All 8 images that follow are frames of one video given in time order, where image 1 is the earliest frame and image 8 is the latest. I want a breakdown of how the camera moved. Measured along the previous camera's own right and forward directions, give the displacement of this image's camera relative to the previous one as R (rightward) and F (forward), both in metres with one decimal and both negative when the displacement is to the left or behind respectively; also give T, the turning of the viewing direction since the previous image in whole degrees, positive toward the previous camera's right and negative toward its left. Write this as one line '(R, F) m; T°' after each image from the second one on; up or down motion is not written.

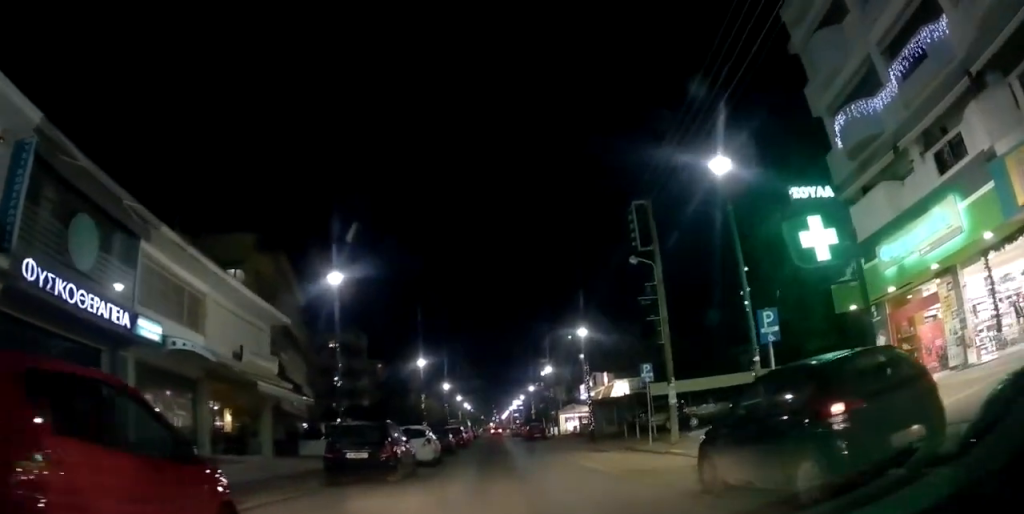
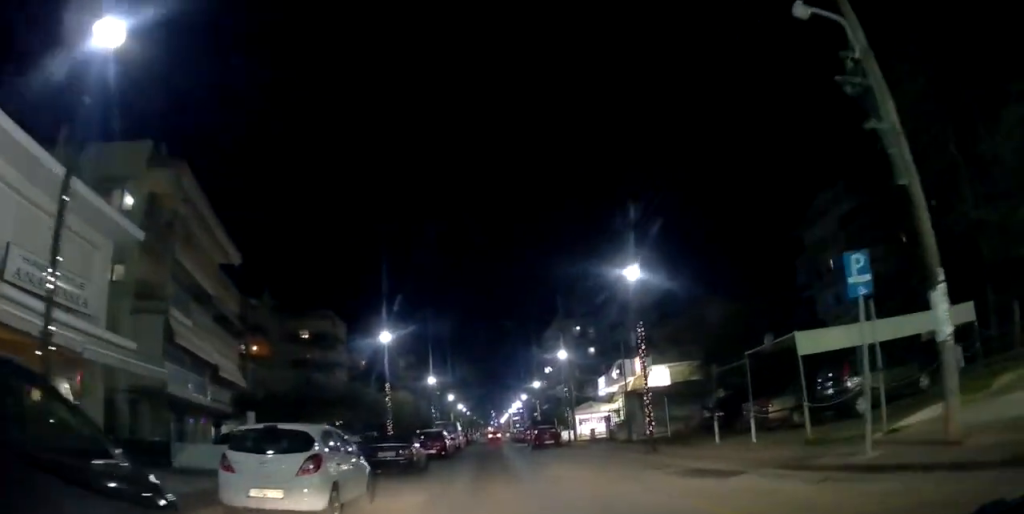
(0.0, +13.3) m; -1°
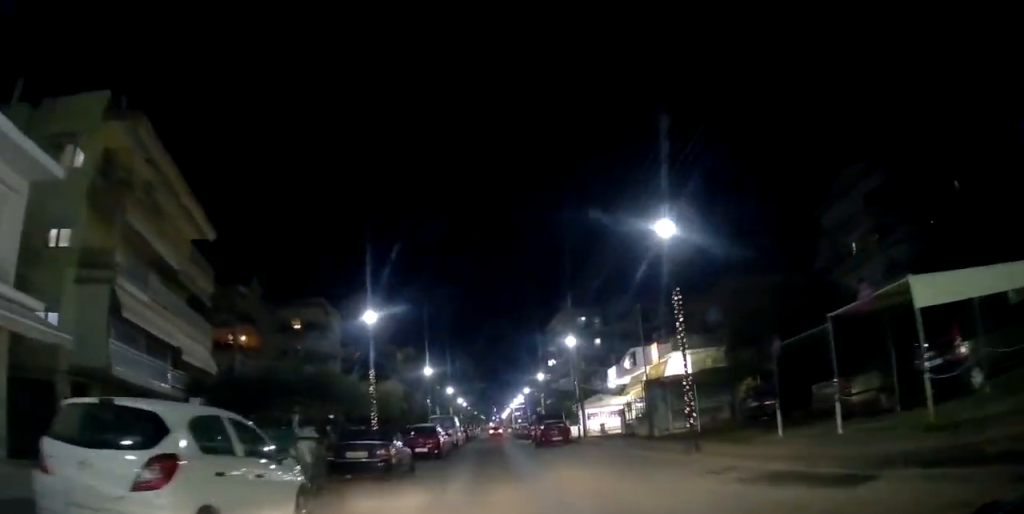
(-0.2, +4.1) m; -2°
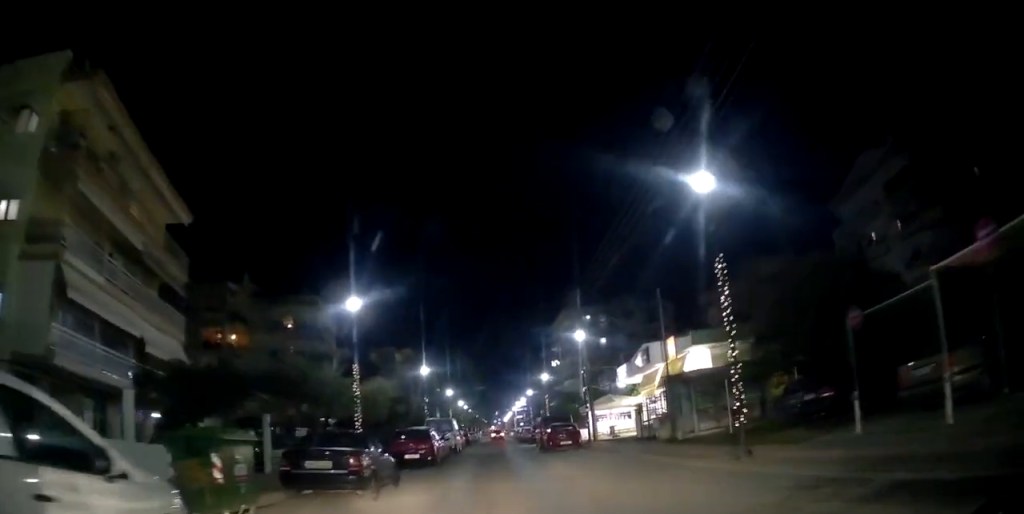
(0.0, +3.3) m; 0°
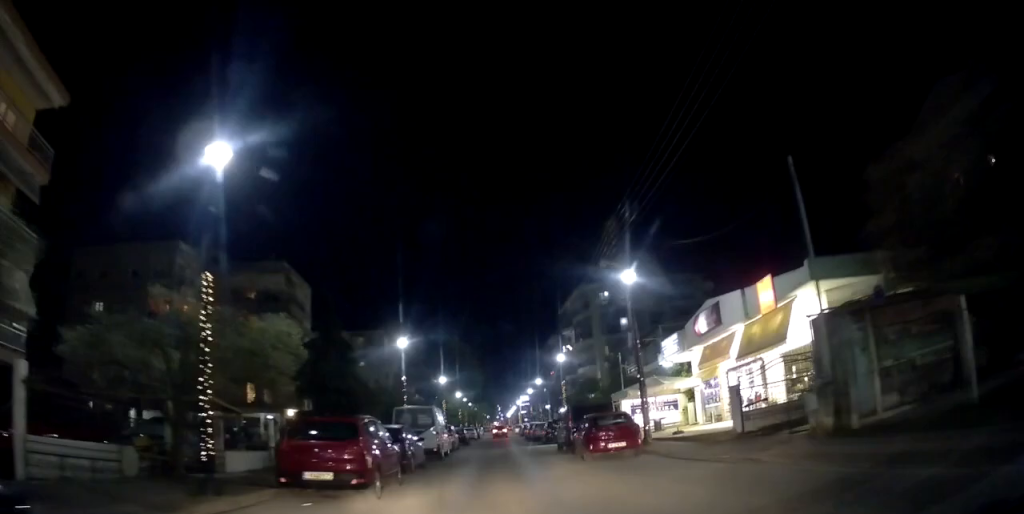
(+0.1, +11.9) m; 0°
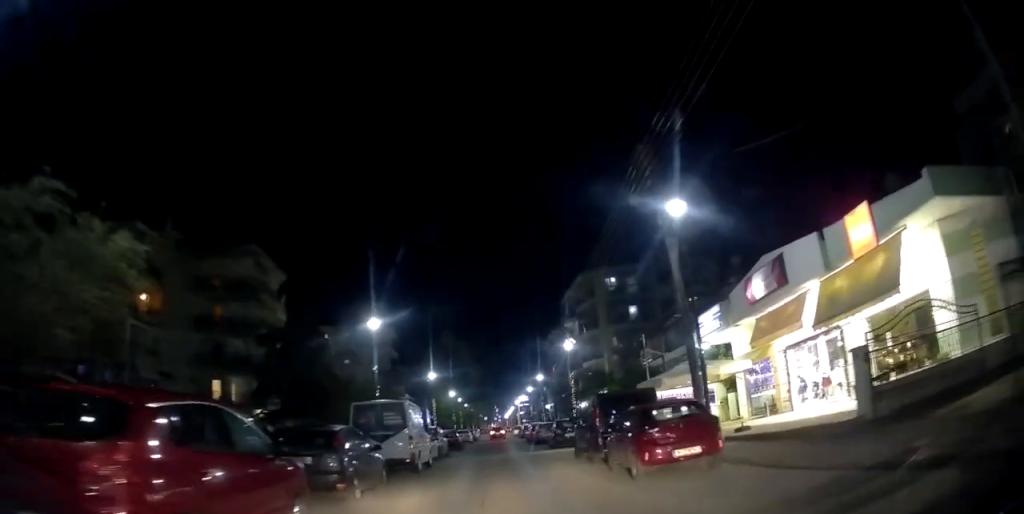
(0.0, +6.6) m; 0°
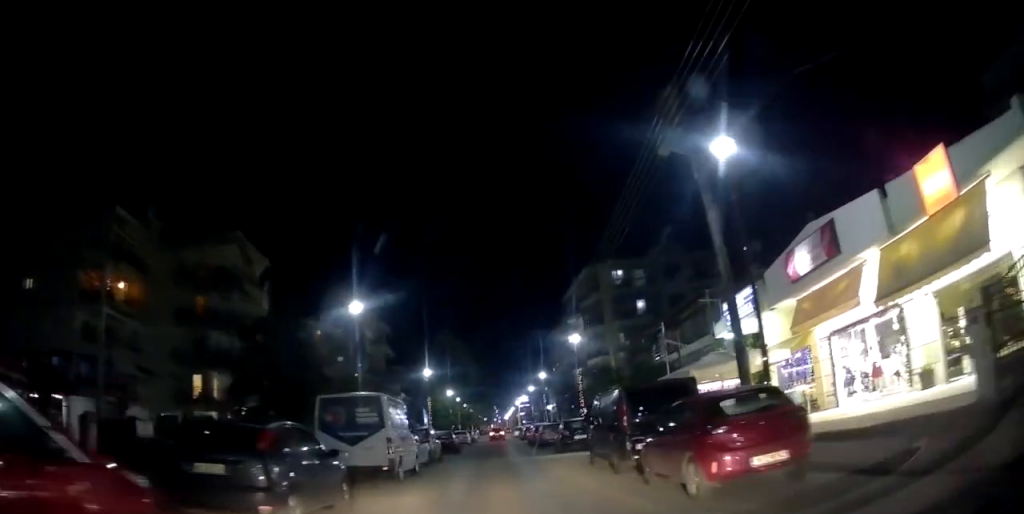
(0.0, +3.4) m; 0°
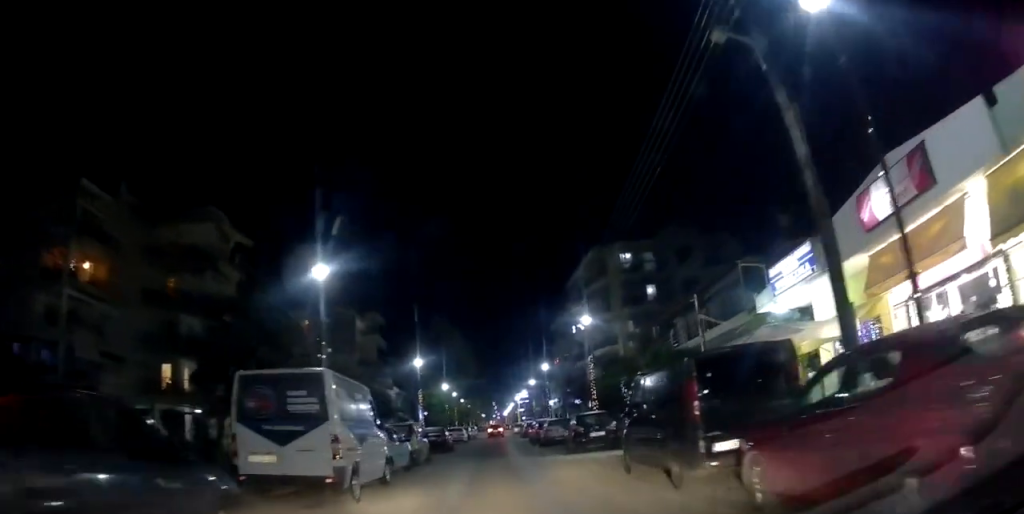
(0.0, +4.5) m; 0°
